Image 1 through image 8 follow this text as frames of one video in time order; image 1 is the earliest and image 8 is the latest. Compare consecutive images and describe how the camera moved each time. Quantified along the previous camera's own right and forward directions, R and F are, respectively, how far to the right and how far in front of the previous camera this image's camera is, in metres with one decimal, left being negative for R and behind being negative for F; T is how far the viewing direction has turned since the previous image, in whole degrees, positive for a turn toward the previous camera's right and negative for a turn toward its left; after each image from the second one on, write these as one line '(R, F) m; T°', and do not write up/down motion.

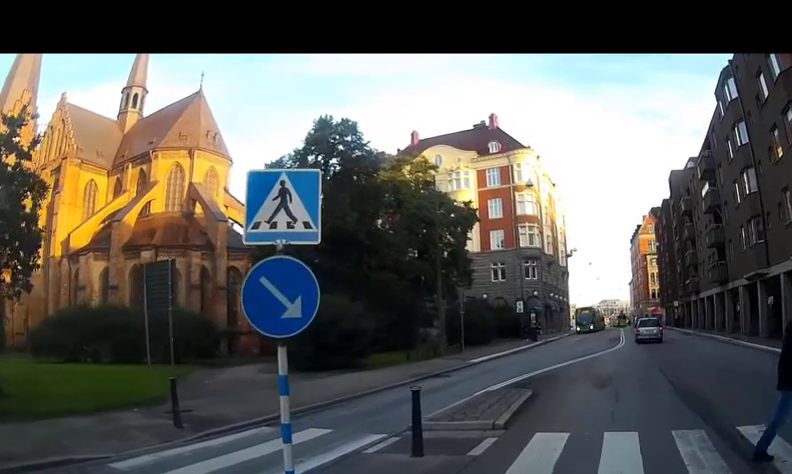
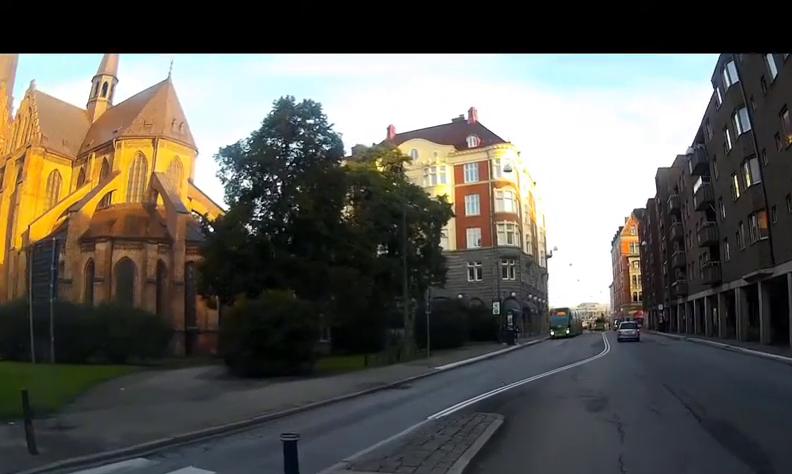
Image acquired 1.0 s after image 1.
(+0.3, +2.7) m; +3°
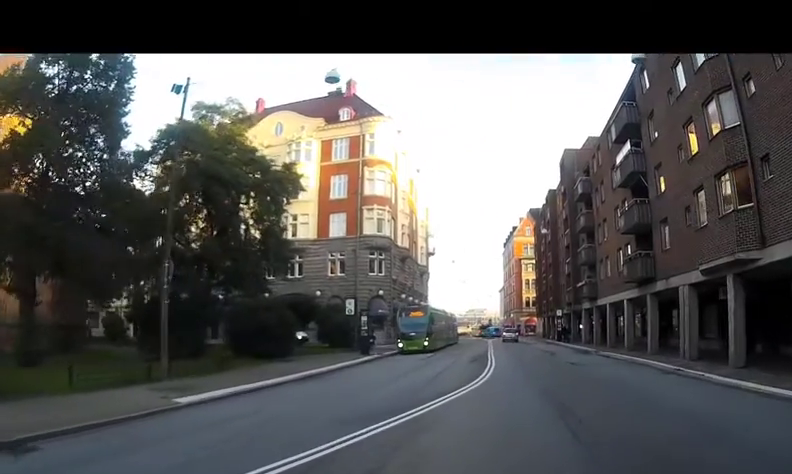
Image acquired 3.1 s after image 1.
(+1.1, +6.1) m; +26°
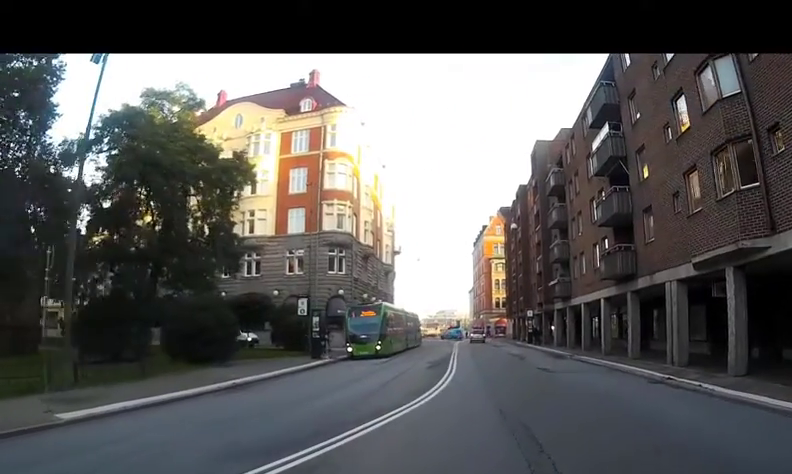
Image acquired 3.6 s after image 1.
(+0.1, +1.8) m; +3°
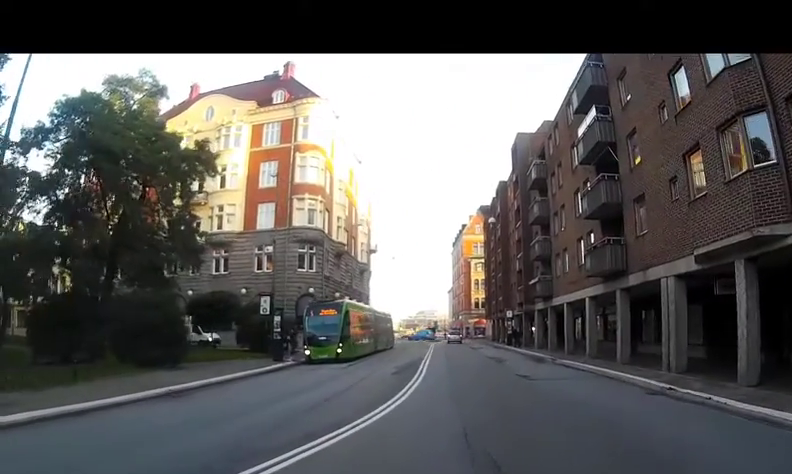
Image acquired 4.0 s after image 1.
(0.0, +1.5) m; +2°
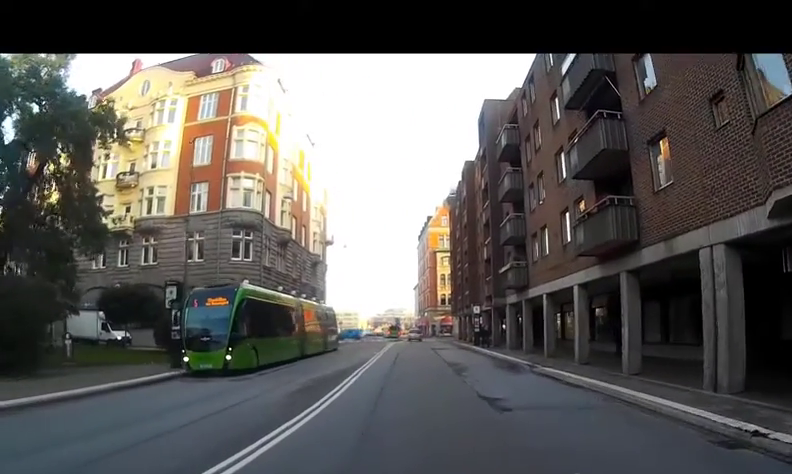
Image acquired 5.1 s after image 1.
(+0.2, +5.3) m; +4°
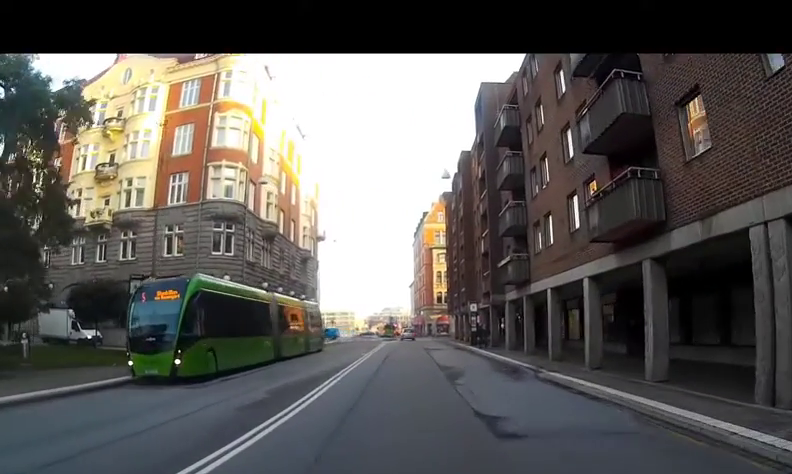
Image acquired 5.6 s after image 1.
(+0.1, +2.6) m; 0°
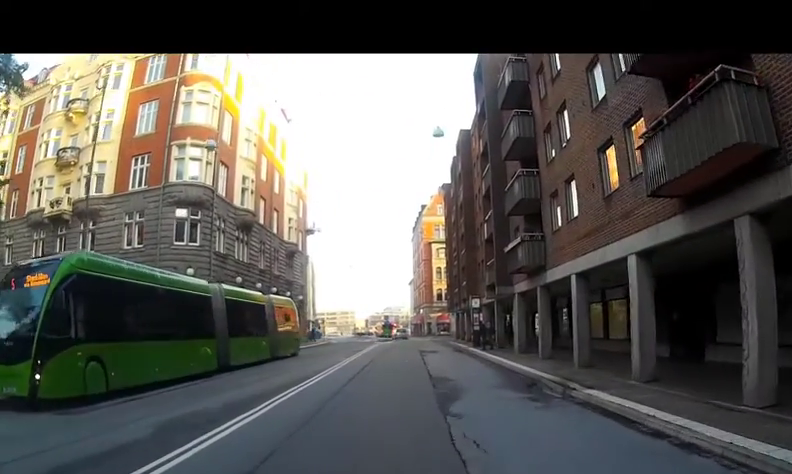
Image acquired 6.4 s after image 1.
(0.0, +5.1) m; -2°
